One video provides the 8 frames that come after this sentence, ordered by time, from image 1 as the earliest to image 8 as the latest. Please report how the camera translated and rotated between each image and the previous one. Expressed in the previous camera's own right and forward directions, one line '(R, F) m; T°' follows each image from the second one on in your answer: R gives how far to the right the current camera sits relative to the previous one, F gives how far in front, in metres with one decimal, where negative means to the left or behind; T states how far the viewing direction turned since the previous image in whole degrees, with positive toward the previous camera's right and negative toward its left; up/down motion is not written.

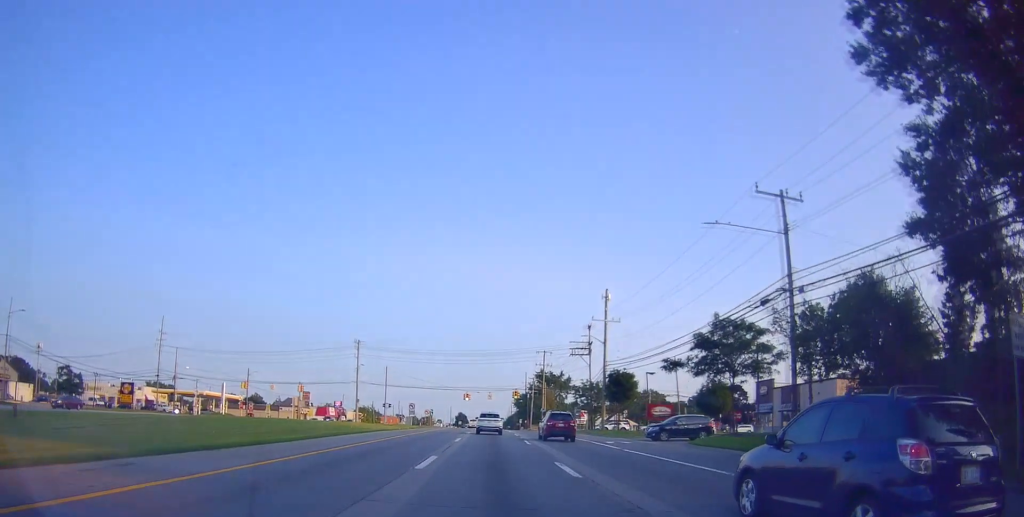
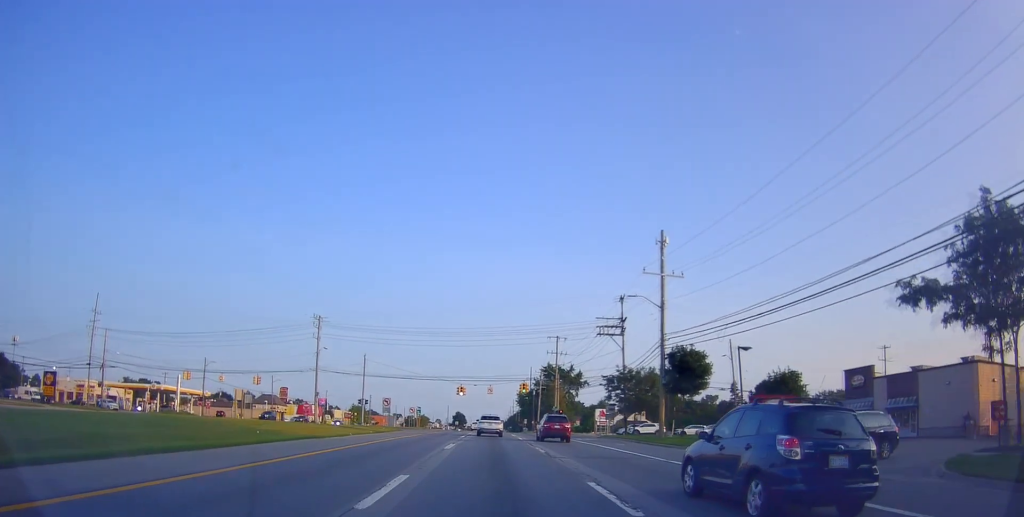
(-0.1, +20.8) m; -2°
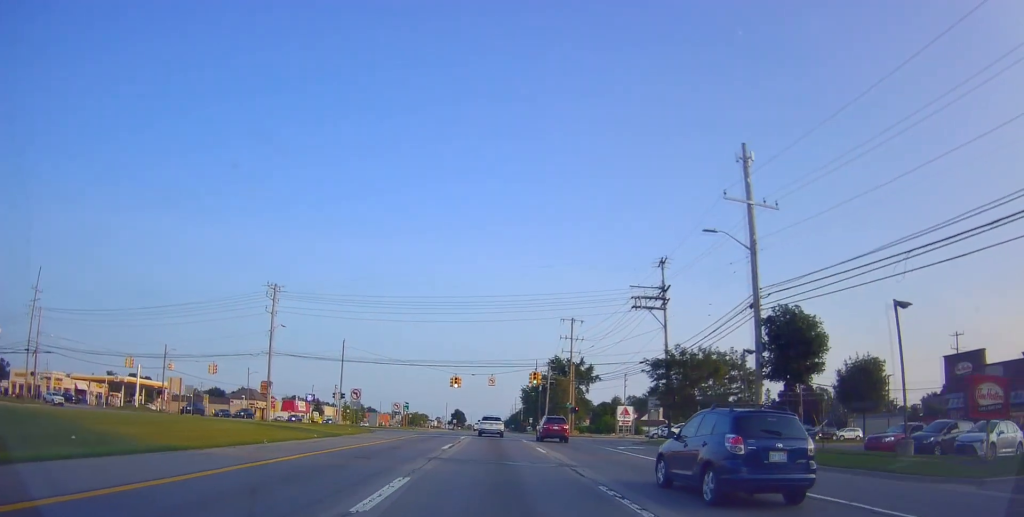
(-0.4, +15.0) m; -1°
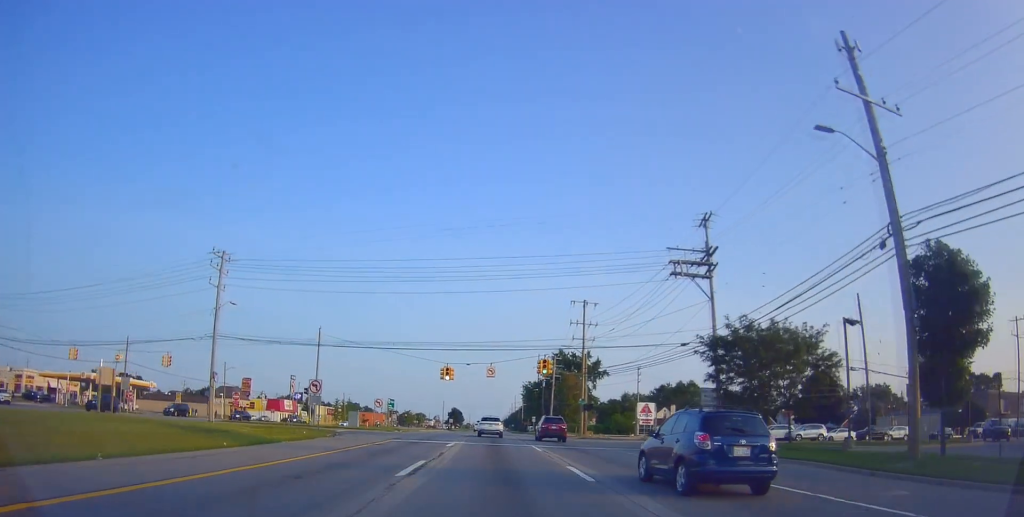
(0.0, +11.1) m; +1°
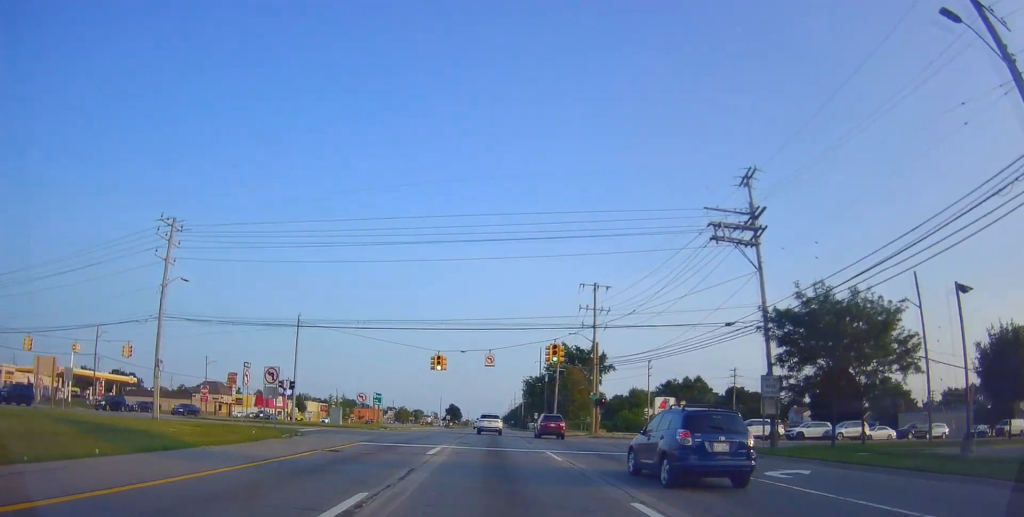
(-0.1, +7.6) m; +1°
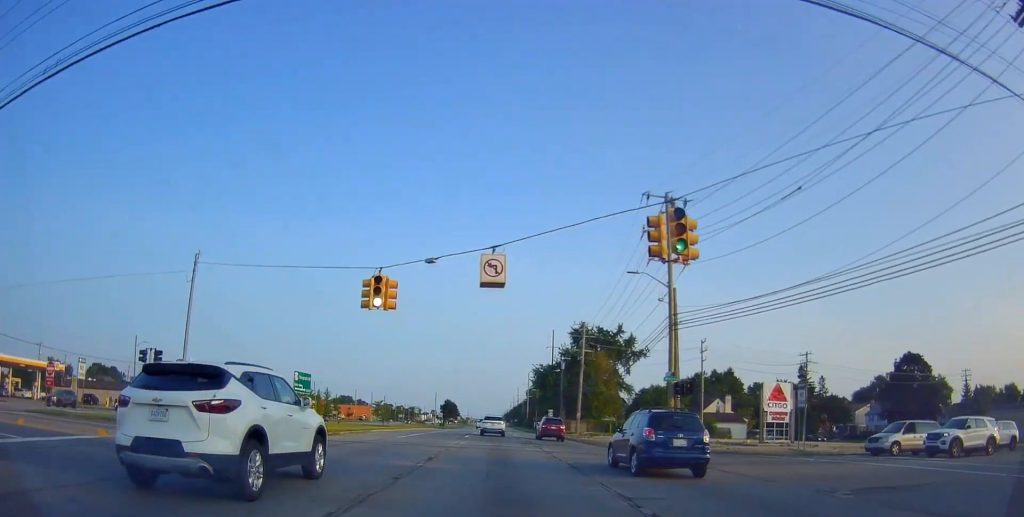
(+0.8, +24.3) m; +1°
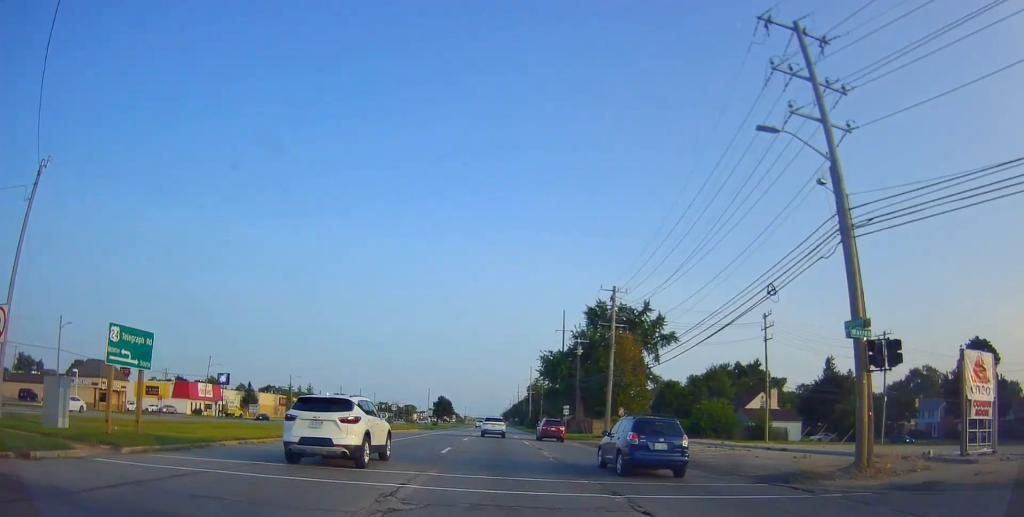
(-0.4, +17.8) m; -2°
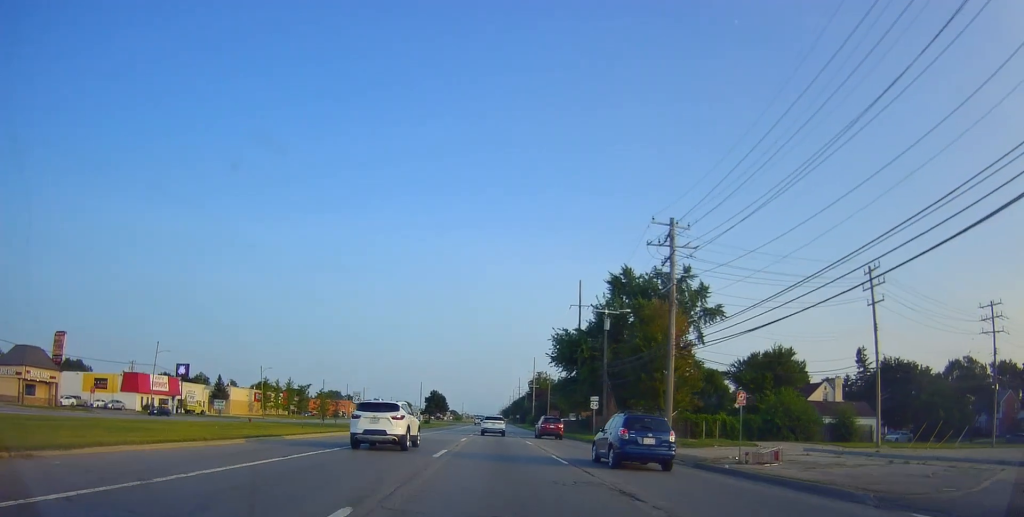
(-0.1, +17.3) m; +1°
